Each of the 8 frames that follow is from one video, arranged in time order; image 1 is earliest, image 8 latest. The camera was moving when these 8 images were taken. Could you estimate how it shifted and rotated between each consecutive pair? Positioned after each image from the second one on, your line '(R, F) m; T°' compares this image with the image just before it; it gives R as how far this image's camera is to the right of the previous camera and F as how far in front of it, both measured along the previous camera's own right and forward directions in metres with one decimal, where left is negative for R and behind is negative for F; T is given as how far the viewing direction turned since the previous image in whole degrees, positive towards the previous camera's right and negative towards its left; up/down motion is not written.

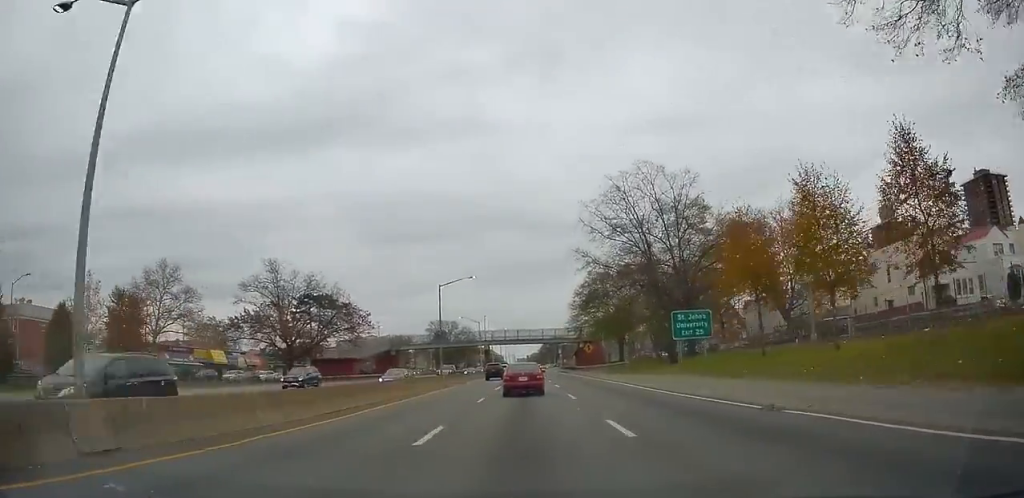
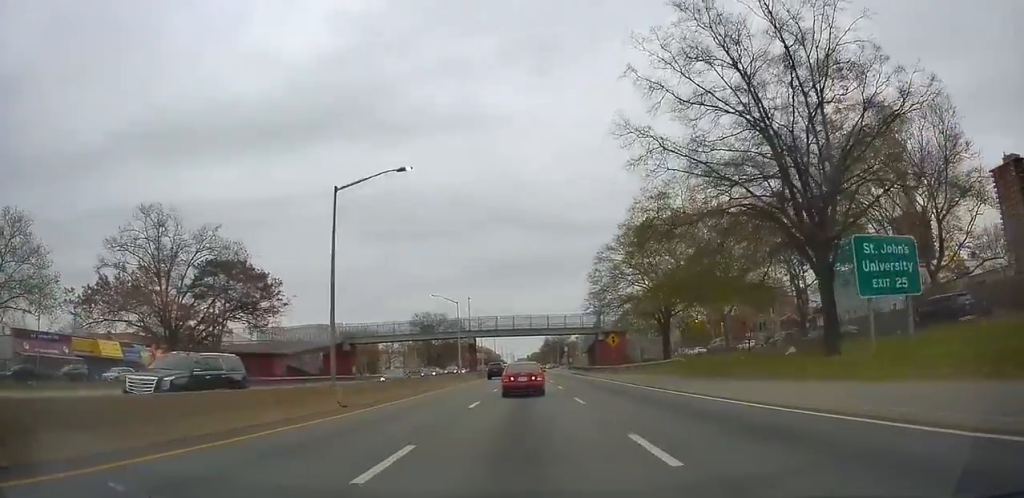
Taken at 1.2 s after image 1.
(-0.4, +27.2) m; 0°
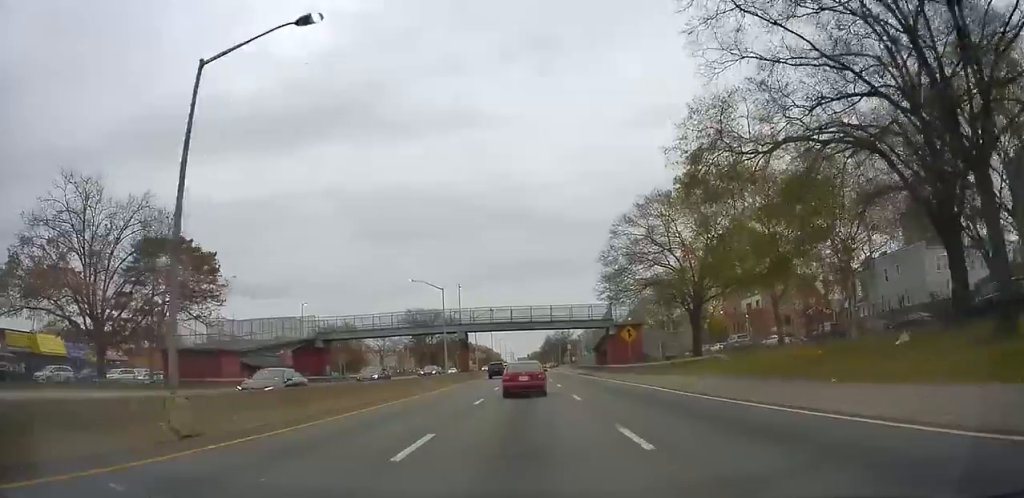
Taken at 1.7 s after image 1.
(-0.4, +10.6) m; +1°
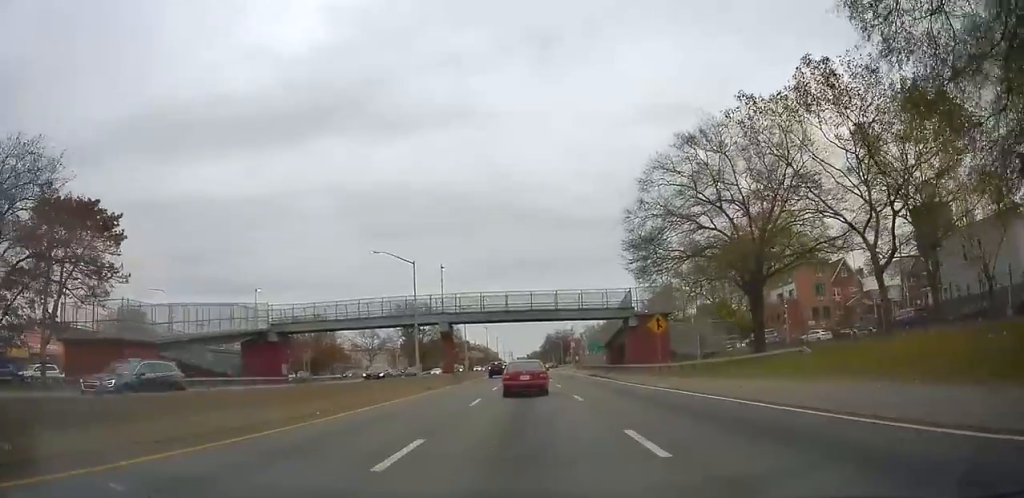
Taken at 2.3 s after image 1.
(+0.7, +13.1) m; 0°
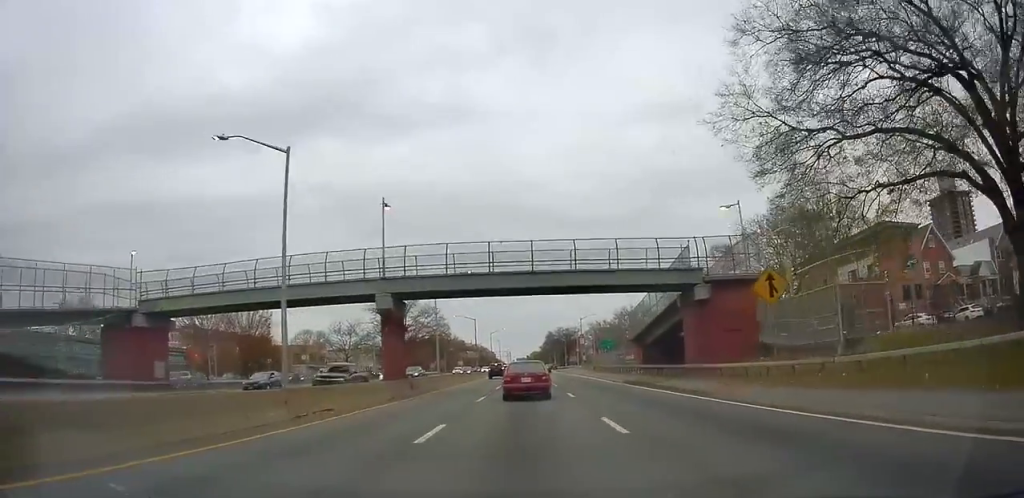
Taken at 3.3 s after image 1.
(-0.2, +21.8) m; 0°
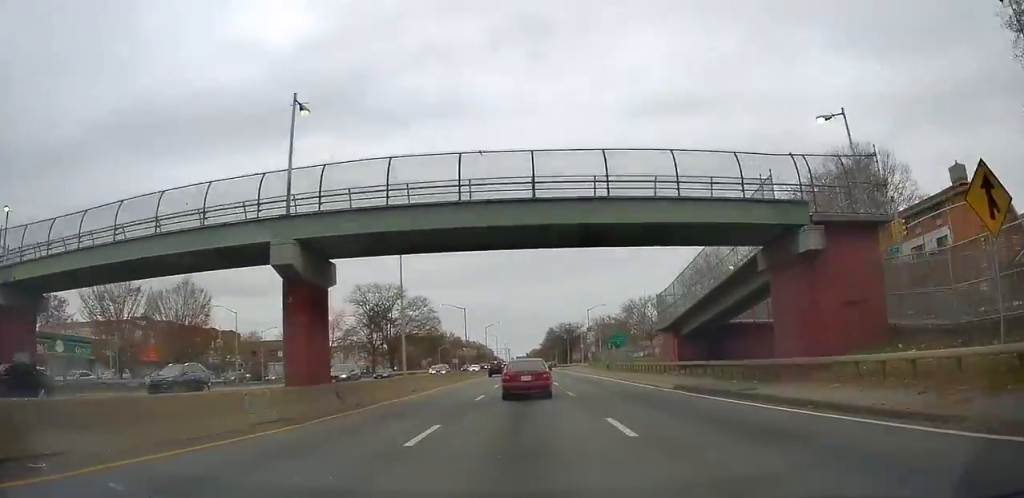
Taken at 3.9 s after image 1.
(-0.2, +13.3) m; 0°
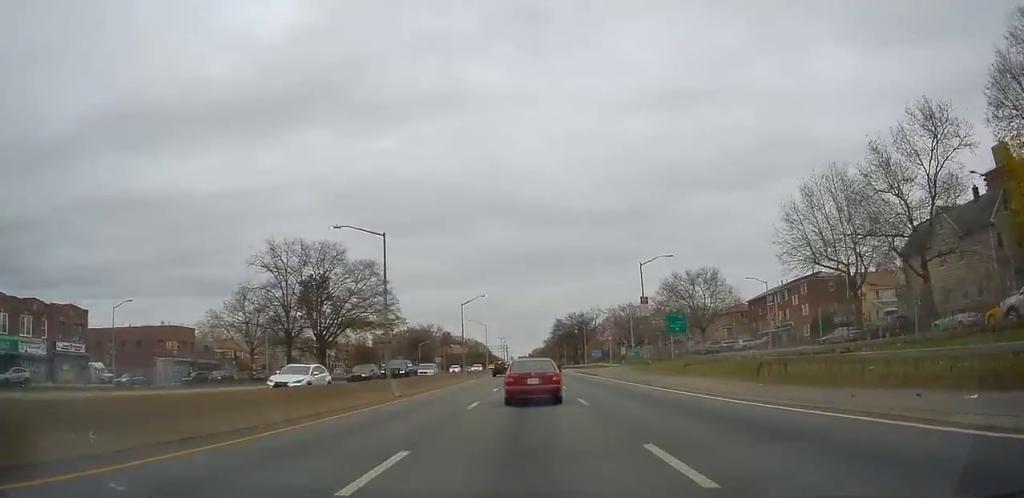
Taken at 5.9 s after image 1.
(0.0, +41.4) m; 0°
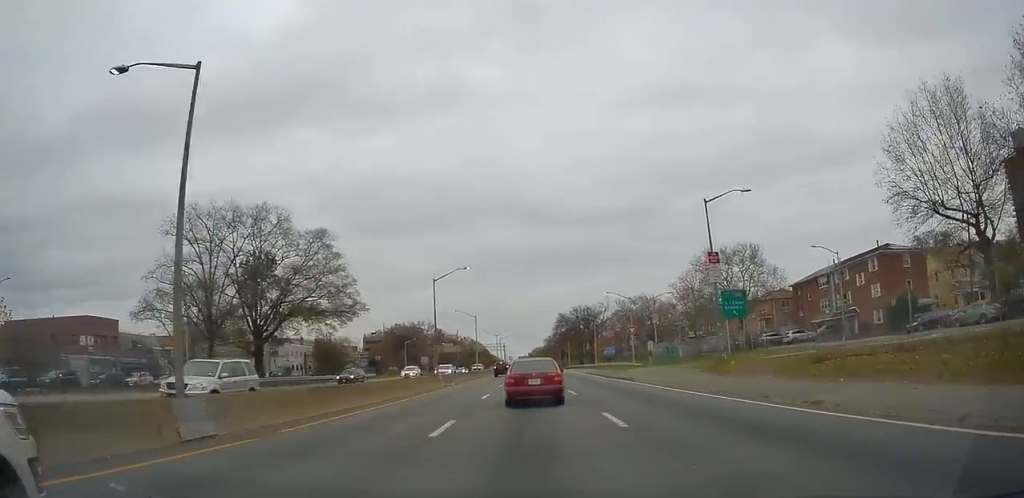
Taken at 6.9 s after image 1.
(+0.7, +19.5) m; 0°
